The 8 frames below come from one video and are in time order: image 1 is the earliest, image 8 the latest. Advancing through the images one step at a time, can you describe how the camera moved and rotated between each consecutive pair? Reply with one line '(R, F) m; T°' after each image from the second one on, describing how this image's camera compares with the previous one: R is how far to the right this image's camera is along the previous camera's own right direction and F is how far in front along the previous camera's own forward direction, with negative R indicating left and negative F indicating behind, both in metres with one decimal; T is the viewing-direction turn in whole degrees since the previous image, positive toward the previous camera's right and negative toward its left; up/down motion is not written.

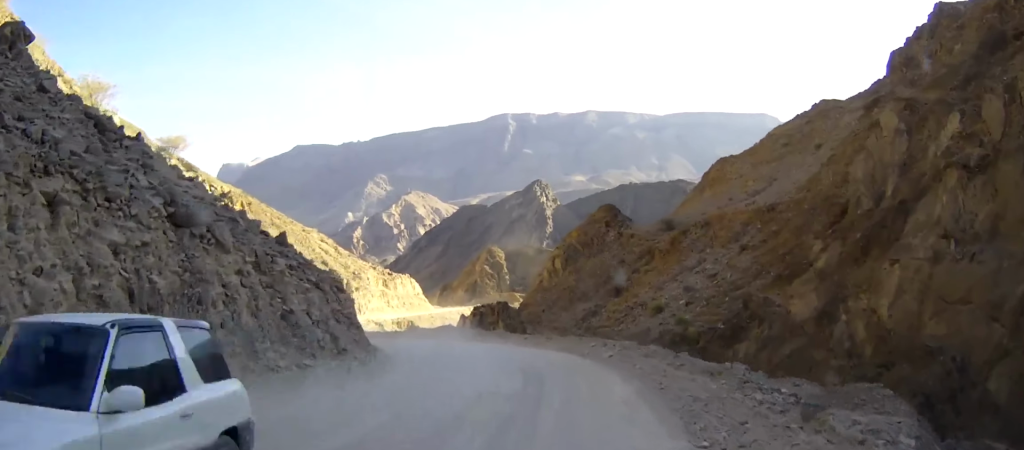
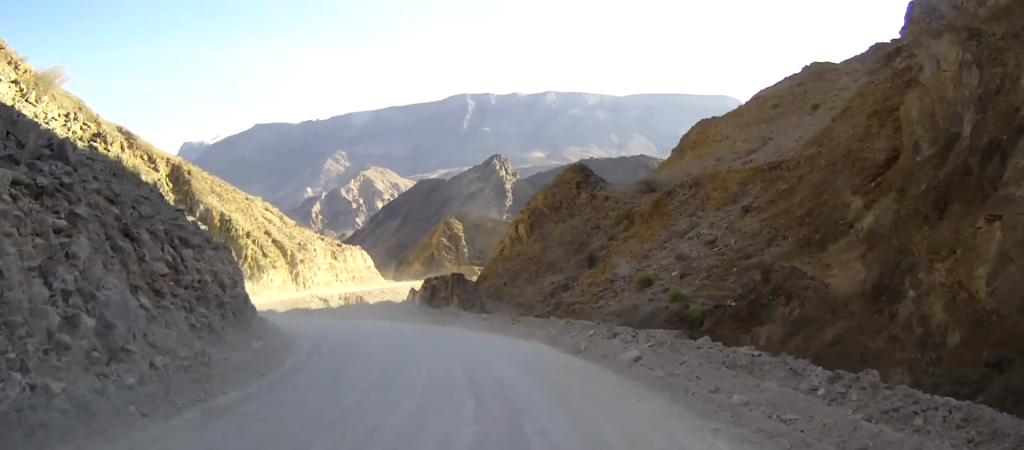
(+0.4, +11.0) m; +2°
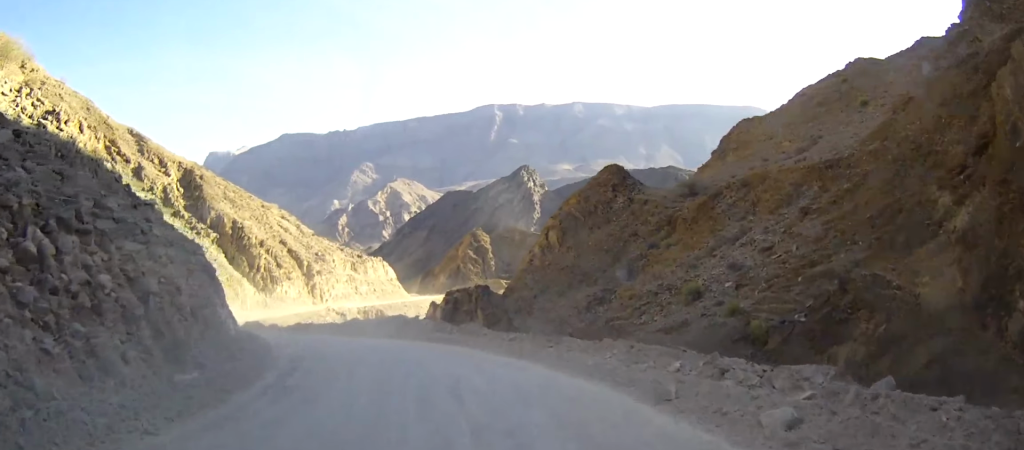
(+0.1, +6.9) m; -2°
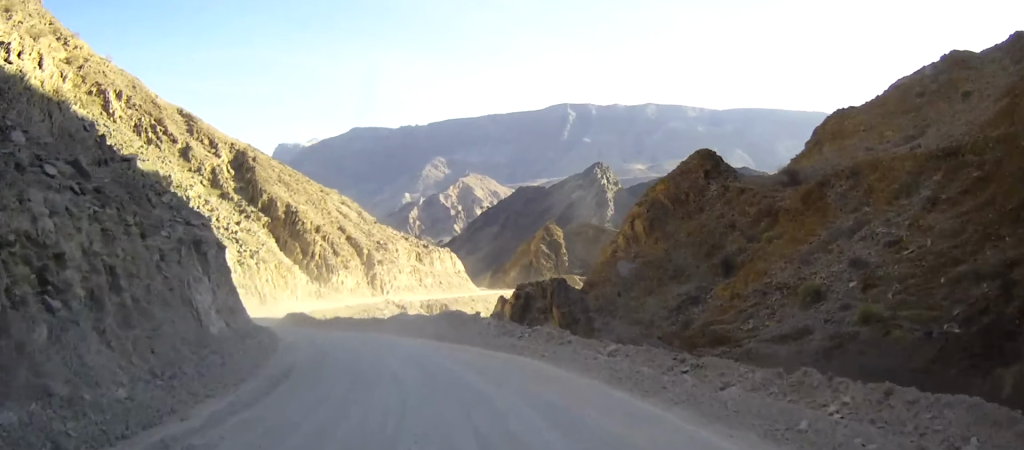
(-0.1, +8.3) m; -5°
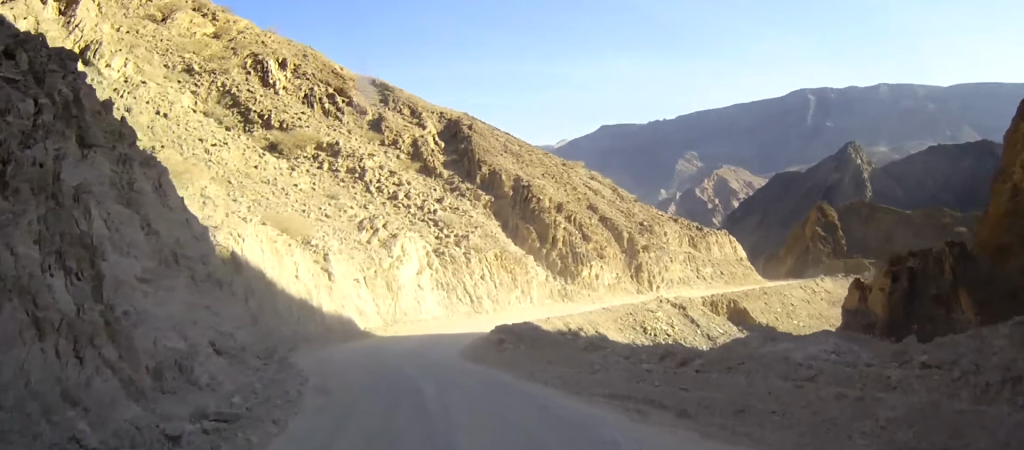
(-4.6, +25.1) m; -19°
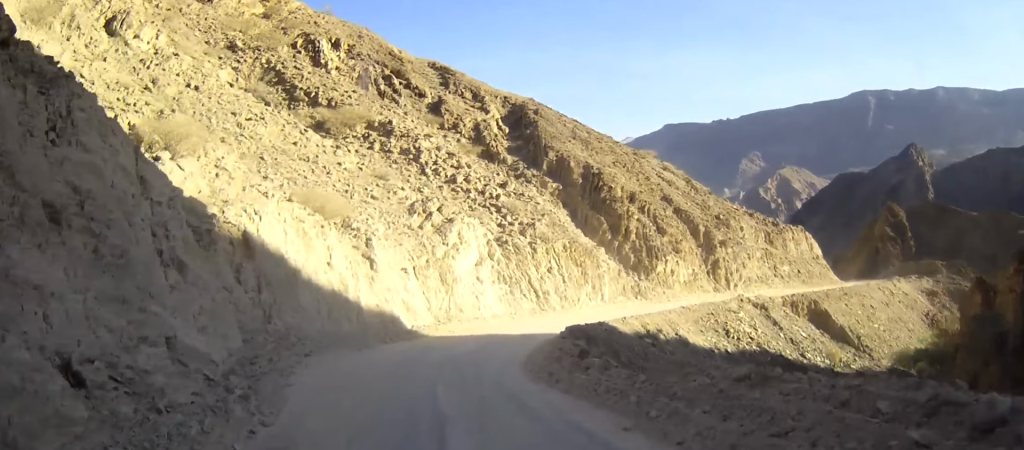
(-0.2, +6.0) m; -4°
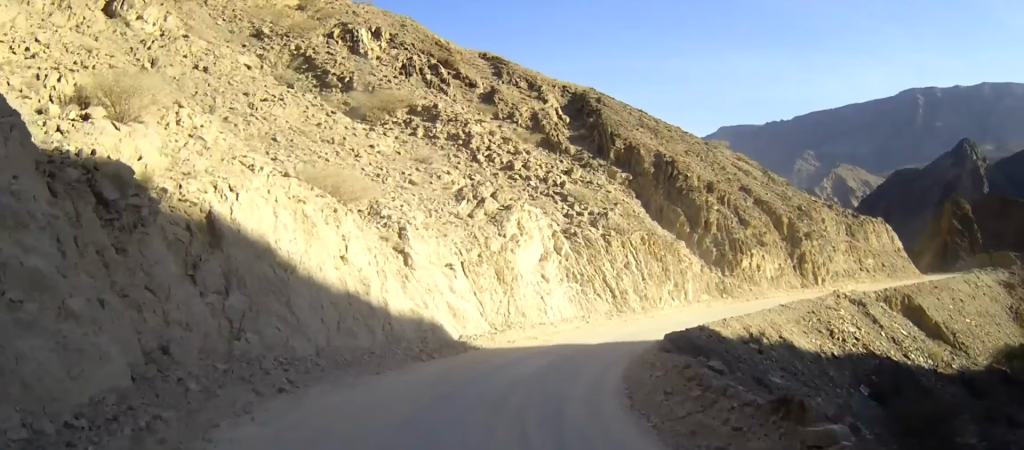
(-0.4, +8.4) m; -4°
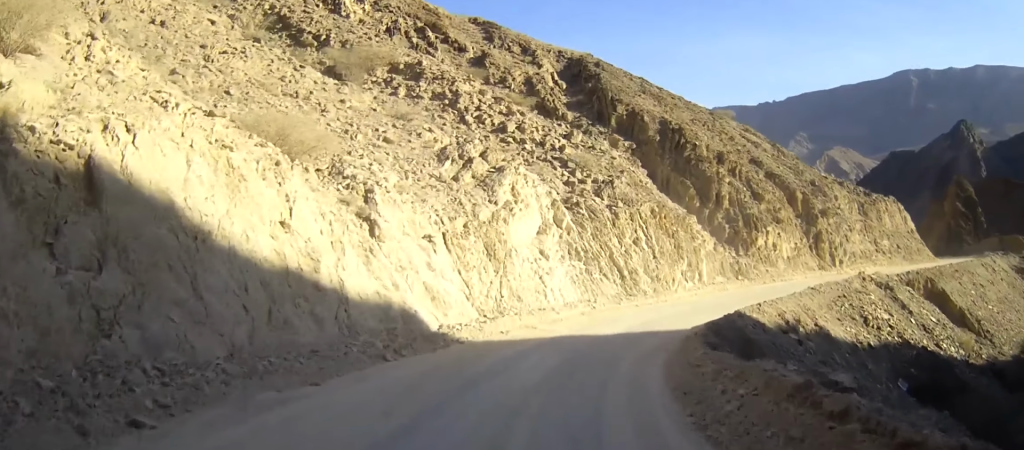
(-0.1, +5.4) m; 0°
